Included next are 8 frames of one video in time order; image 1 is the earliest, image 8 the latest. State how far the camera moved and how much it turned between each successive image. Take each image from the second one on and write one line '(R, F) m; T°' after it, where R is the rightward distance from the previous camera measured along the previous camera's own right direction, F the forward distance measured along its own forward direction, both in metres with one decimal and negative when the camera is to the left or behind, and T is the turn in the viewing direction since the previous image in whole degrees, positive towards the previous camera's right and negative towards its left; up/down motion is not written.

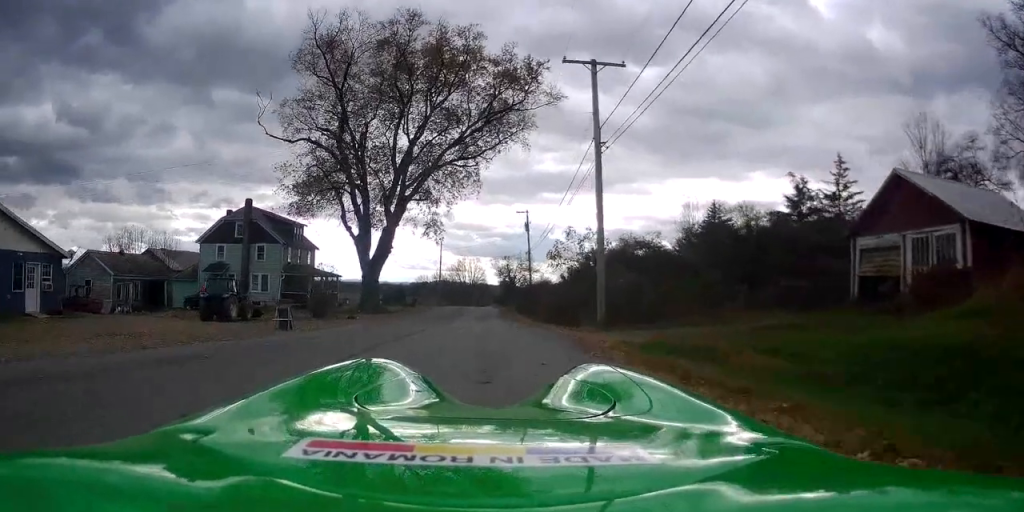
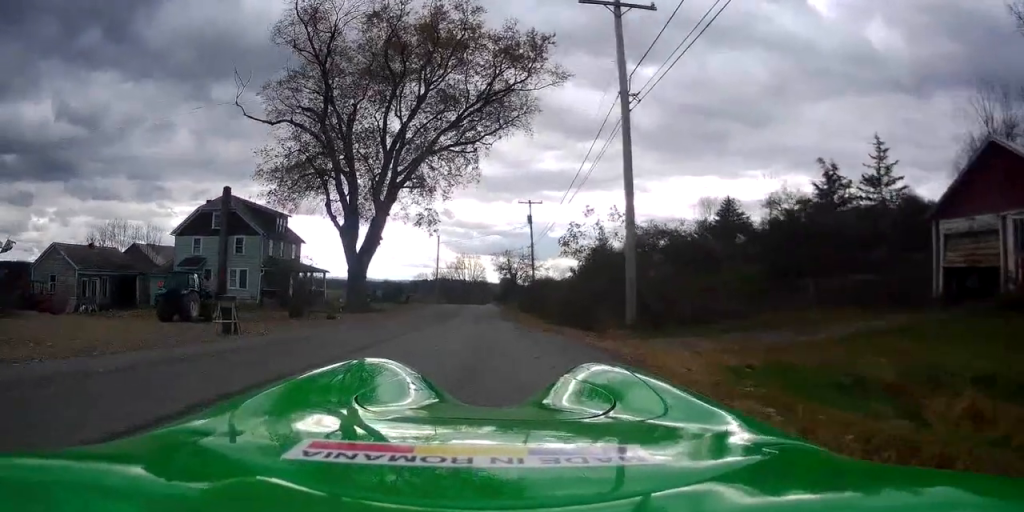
(0.0, +4.4) m; -1°
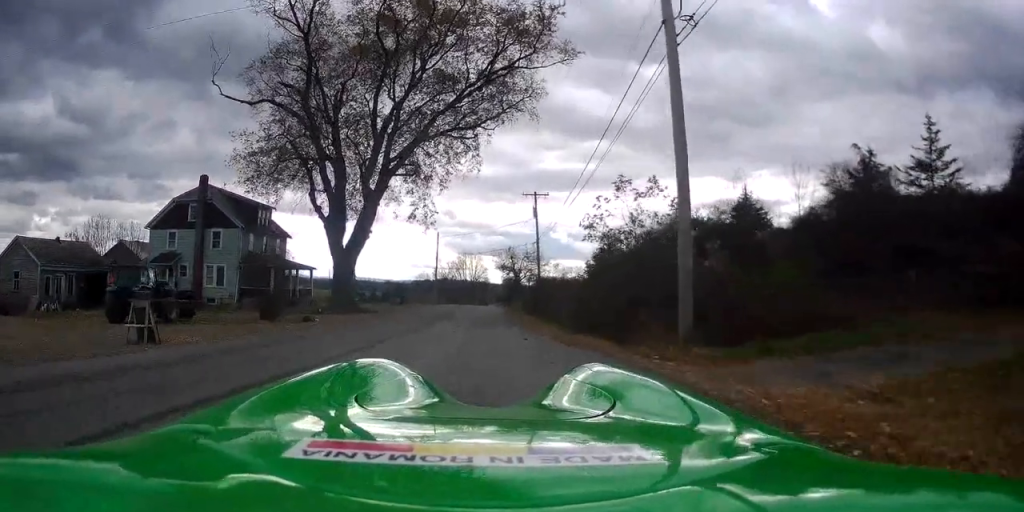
(+0.2, +3.7) m; -1°
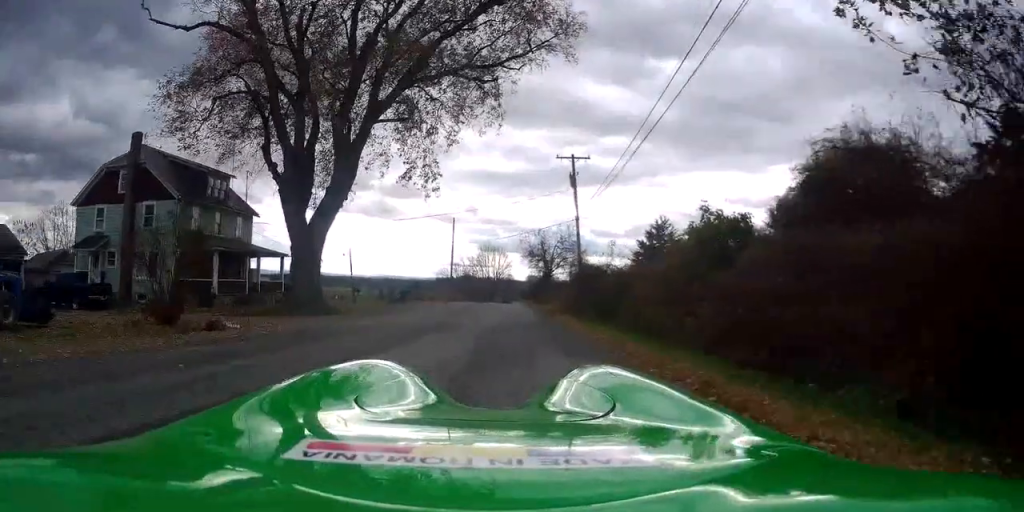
(+0.2, +9.2) m; +3°
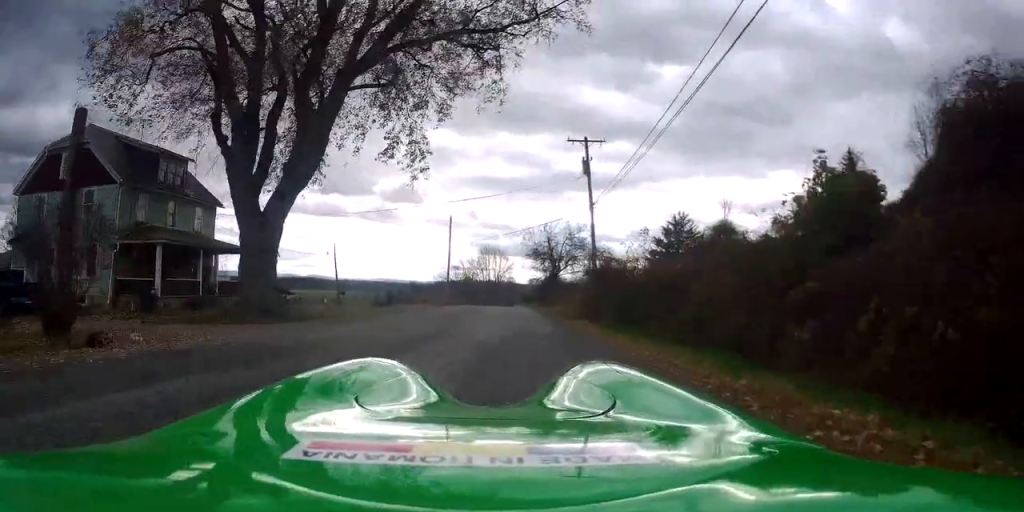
(0.0, +6.6) m; -1°
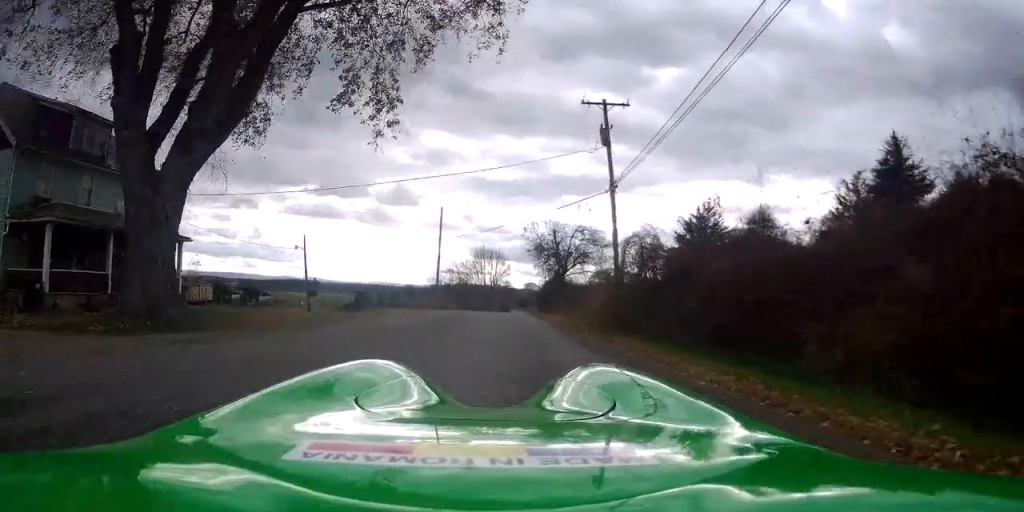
(-0.2, +8.3) m; -2°
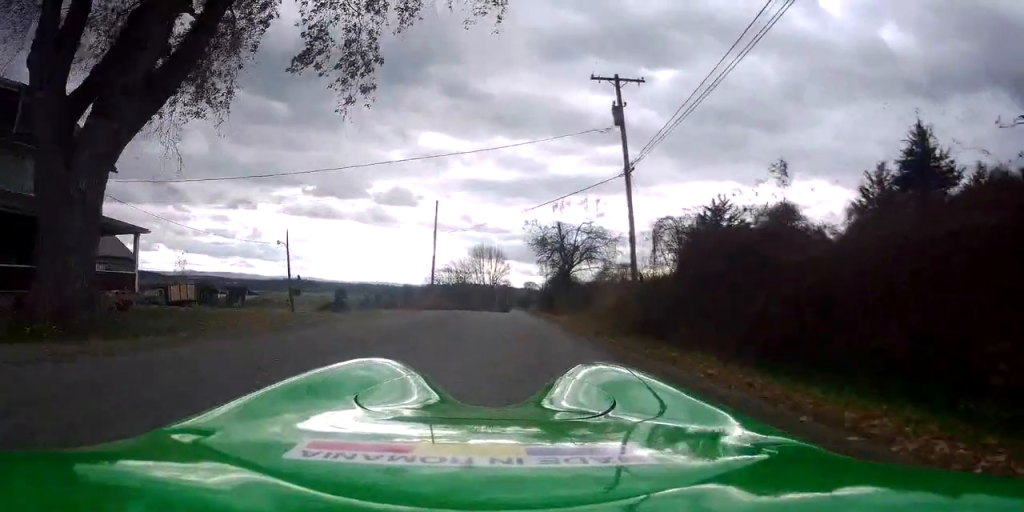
(0.0, +3.7) m; 0°
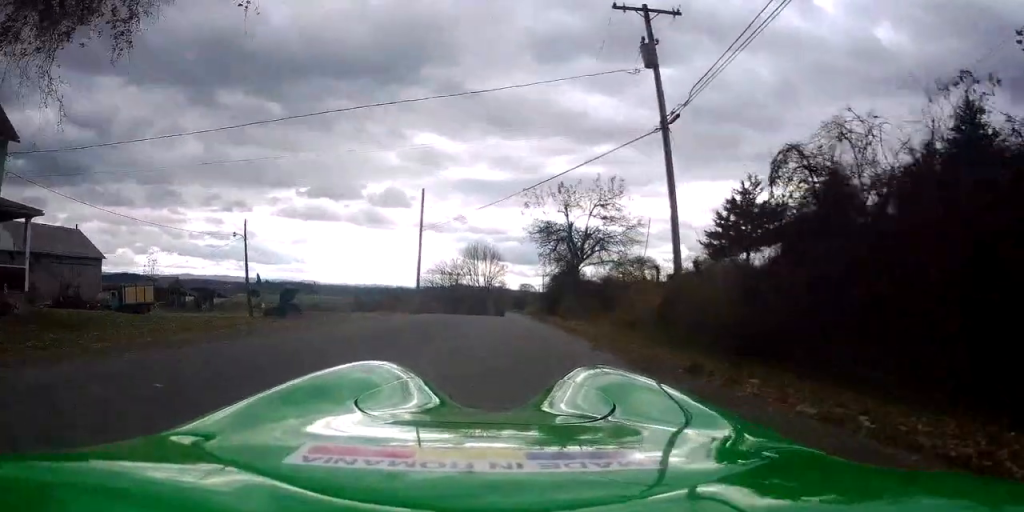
(0.0, +7.0) m; 0°
